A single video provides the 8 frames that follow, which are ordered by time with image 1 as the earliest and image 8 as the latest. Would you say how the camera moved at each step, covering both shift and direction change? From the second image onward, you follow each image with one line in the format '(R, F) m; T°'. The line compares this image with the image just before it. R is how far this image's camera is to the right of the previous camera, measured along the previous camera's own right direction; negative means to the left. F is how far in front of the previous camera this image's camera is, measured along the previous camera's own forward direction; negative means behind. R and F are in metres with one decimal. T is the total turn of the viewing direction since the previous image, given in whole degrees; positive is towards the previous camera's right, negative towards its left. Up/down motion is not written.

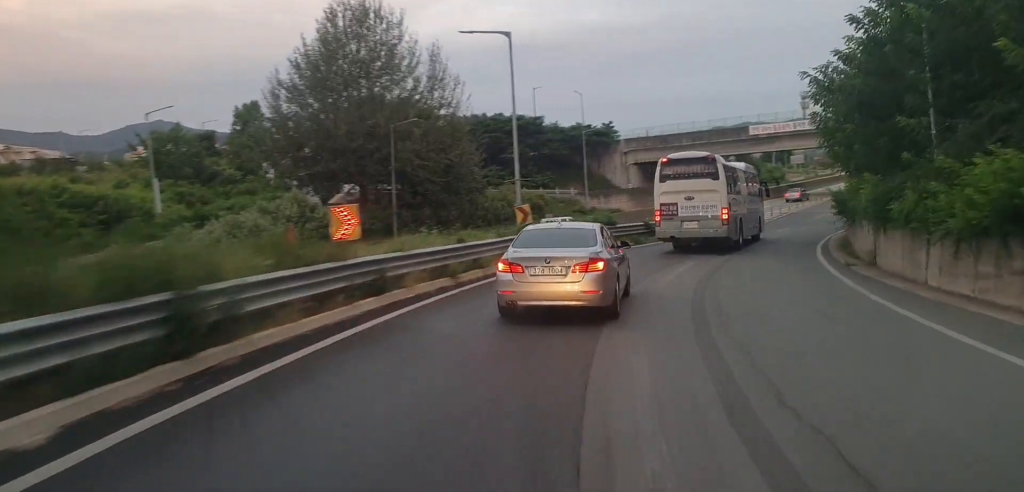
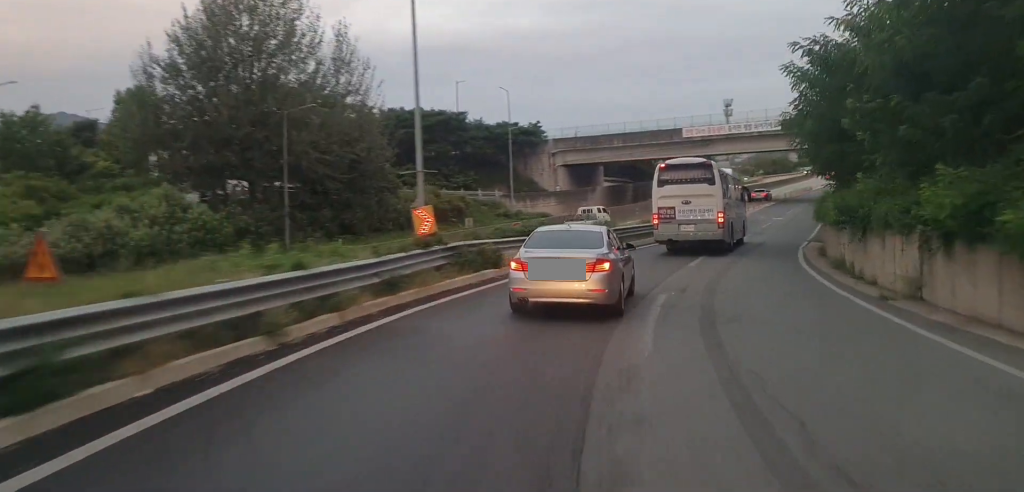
(+0.6, +7.8) m; +7°
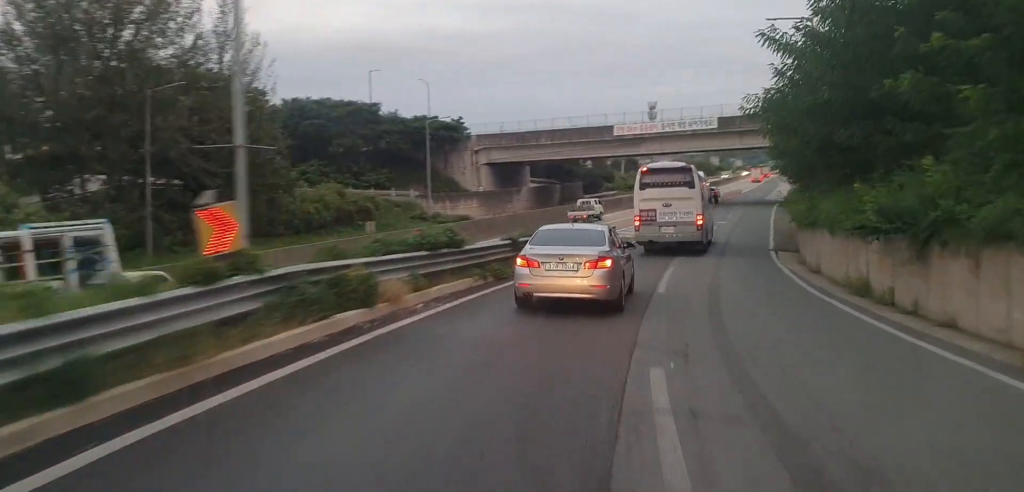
(+0.3, +7.6) m; +6°
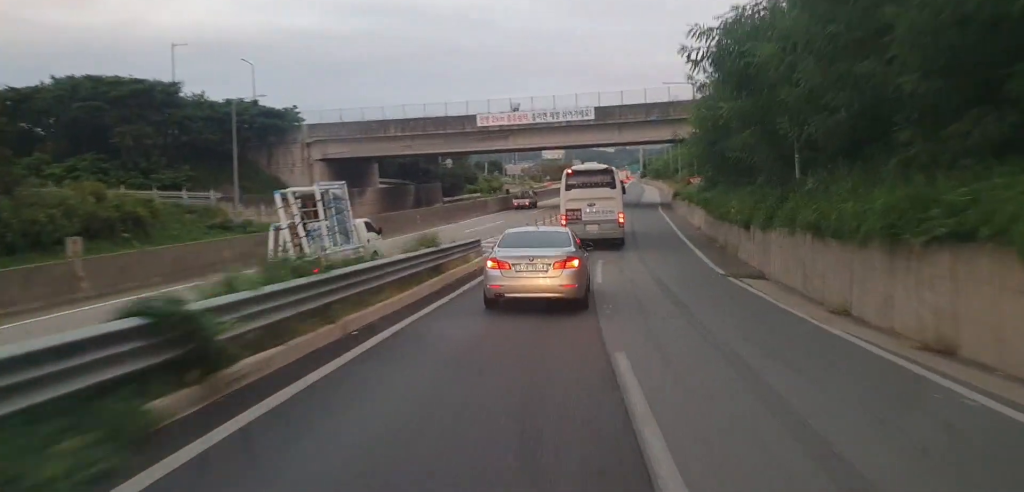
(+1.1, +14.3) m; +4°
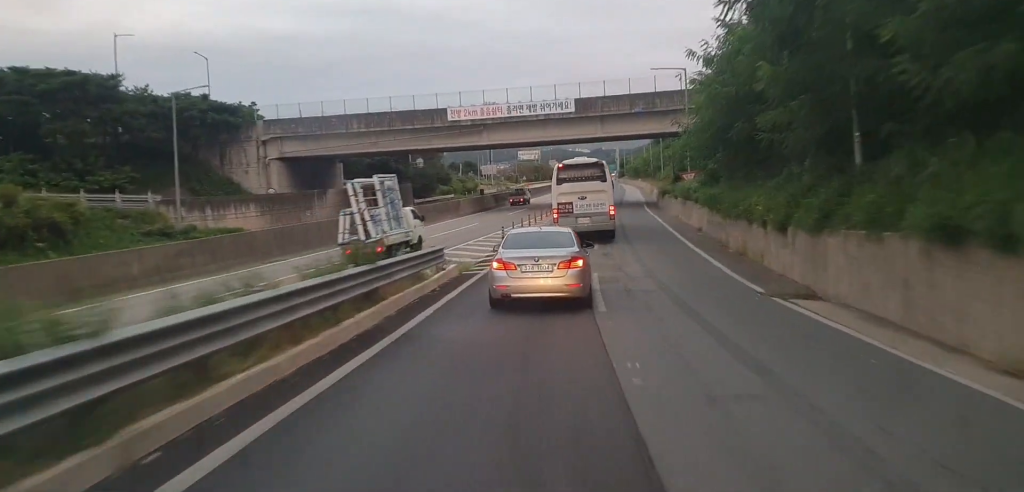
(0.0, +5.7) m; 0°
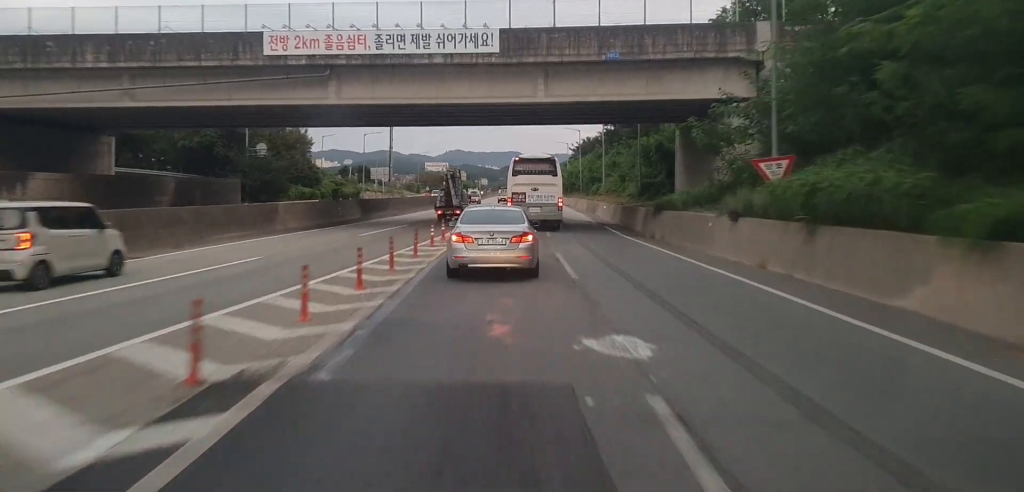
(+0.9, +30.2) m; +6°
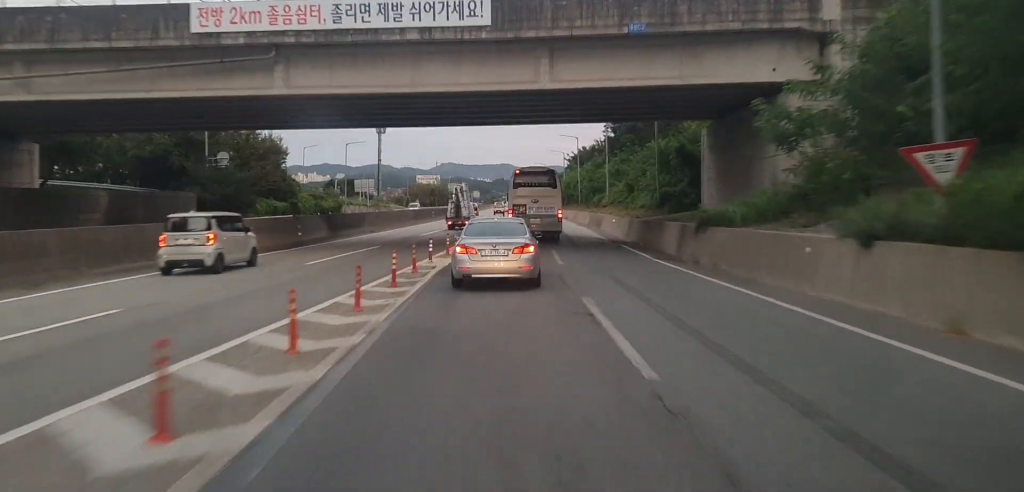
(+0.2, +8.3) m; +1°
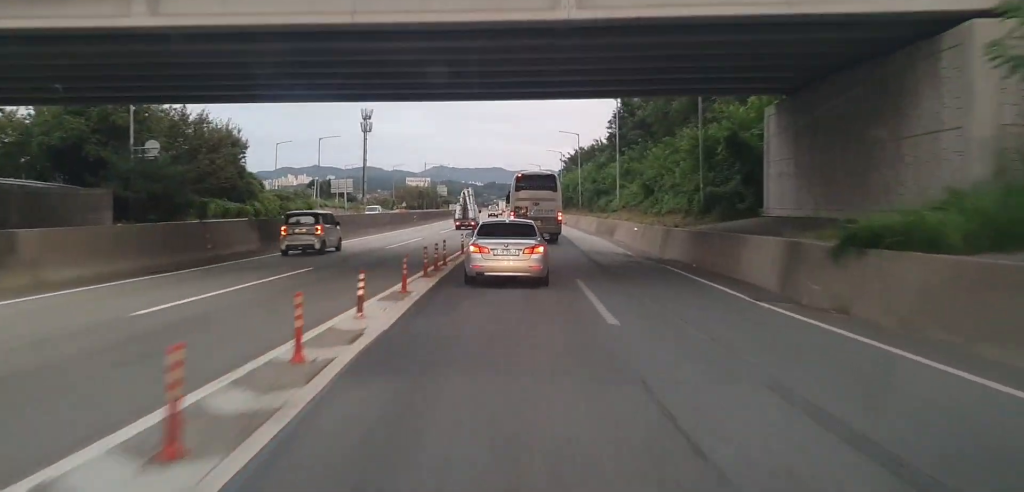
(+0.2, +11.5) m; +1°
